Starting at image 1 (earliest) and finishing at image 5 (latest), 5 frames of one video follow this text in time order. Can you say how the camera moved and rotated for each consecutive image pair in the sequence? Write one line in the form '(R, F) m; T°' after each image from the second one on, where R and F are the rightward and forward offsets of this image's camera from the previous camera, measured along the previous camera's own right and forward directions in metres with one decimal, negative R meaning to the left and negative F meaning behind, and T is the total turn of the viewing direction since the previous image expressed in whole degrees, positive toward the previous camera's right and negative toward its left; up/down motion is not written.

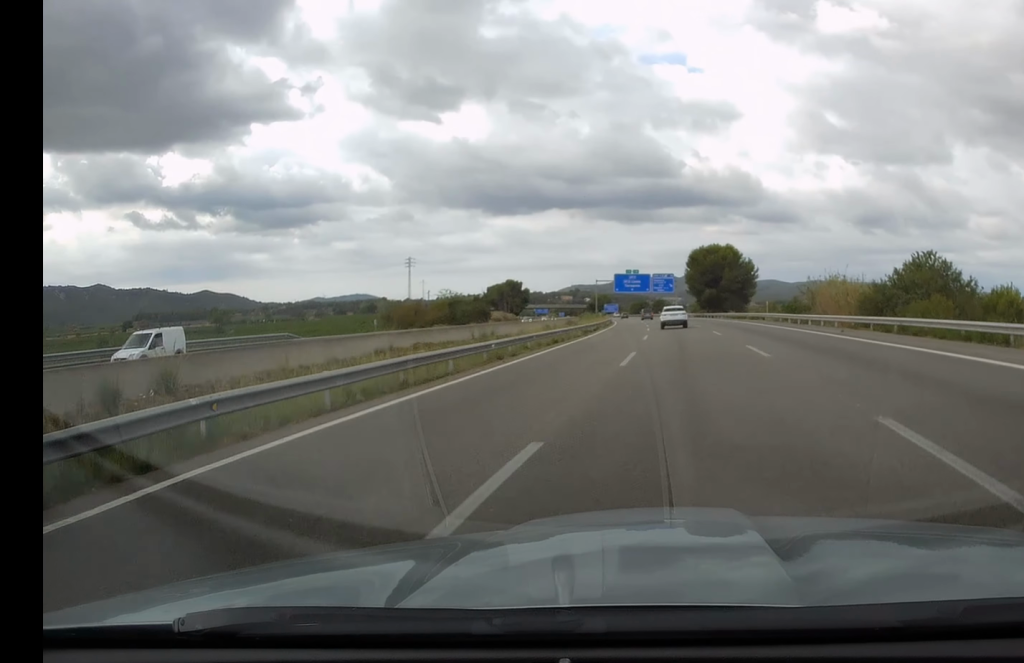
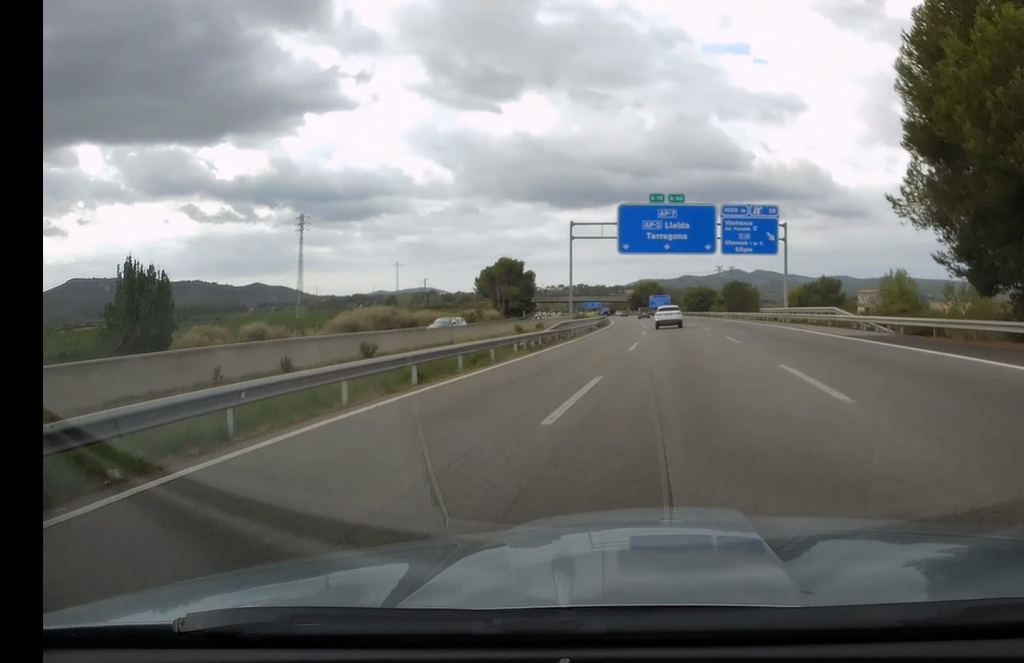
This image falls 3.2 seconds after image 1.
(-5.0, +112.4) m; -5°
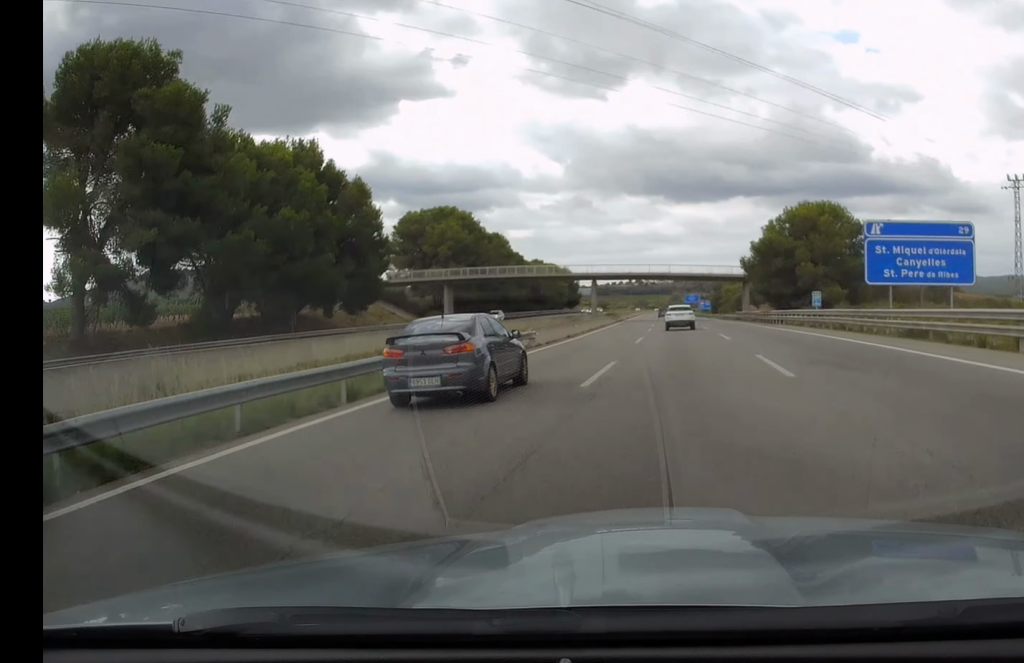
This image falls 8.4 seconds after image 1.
(-14.3, +184.0) m; -9°
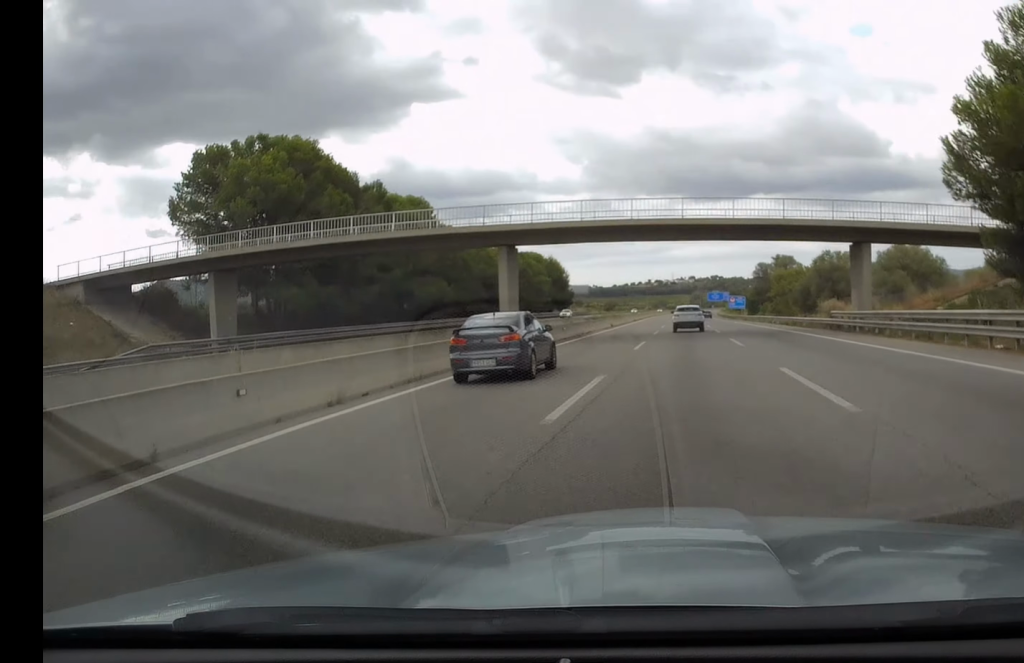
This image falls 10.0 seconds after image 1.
(-1.2, +55.8) m; -2°
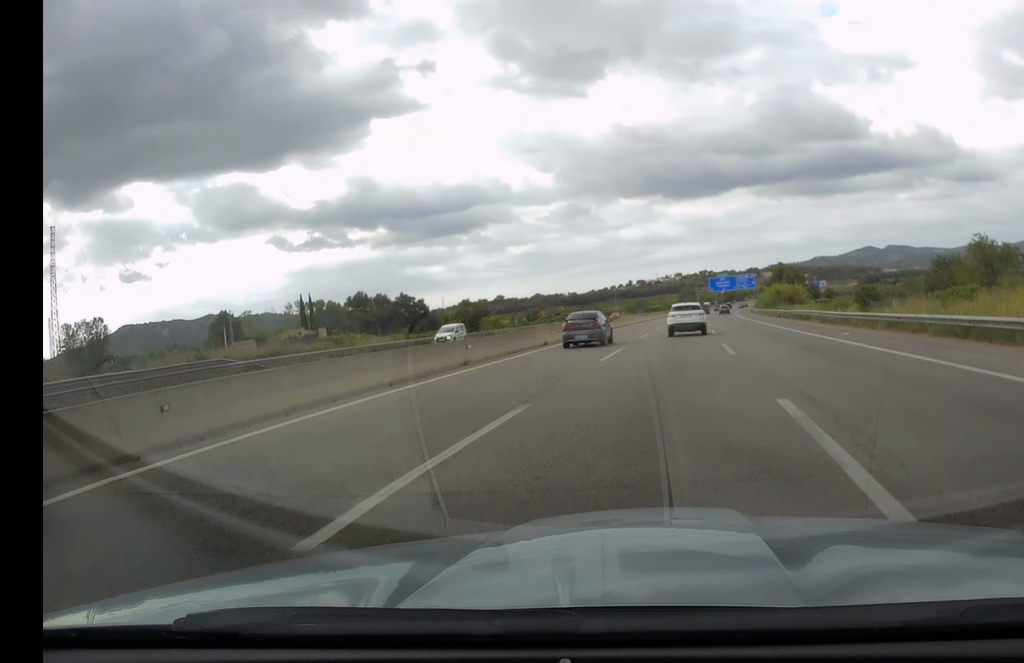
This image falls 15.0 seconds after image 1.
(-1.9, +176.7) m; 0°
